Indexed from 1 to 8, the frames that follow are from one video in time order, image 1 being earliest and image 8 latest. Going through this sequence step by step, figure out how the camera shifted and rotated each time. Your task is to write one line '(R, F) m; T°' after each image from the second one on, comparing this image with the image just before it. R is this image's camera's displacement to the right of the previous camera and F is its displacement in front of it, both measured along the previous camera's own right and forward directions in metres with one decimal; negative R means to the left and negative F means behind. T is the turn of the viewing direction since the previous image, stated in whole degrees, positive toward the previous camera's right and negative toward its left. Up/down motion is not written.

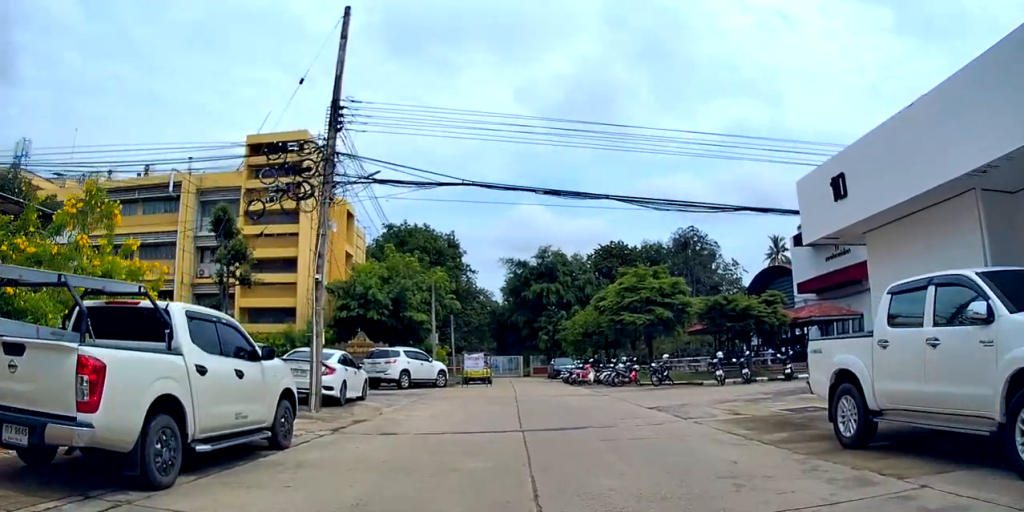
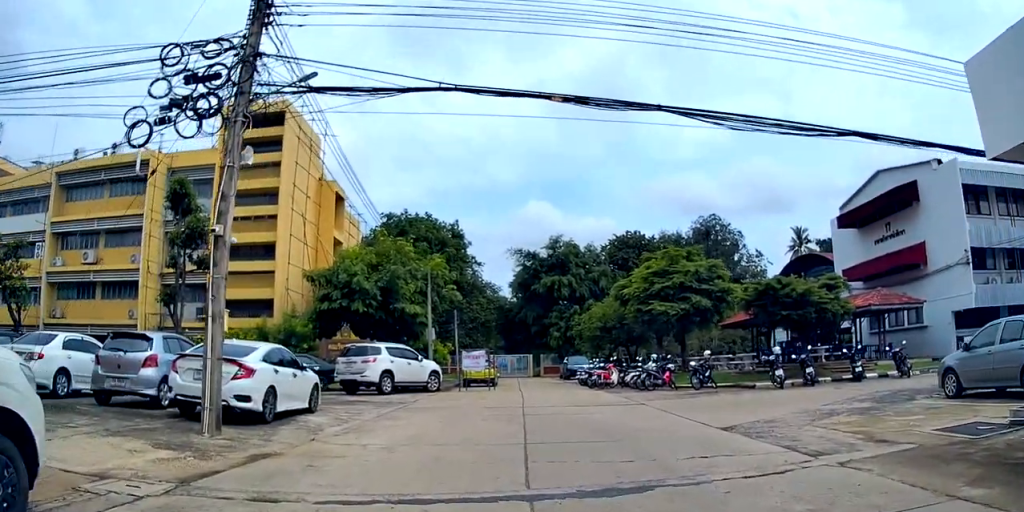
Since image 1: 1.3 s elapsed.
(-0.7, +4.4) m; -2°
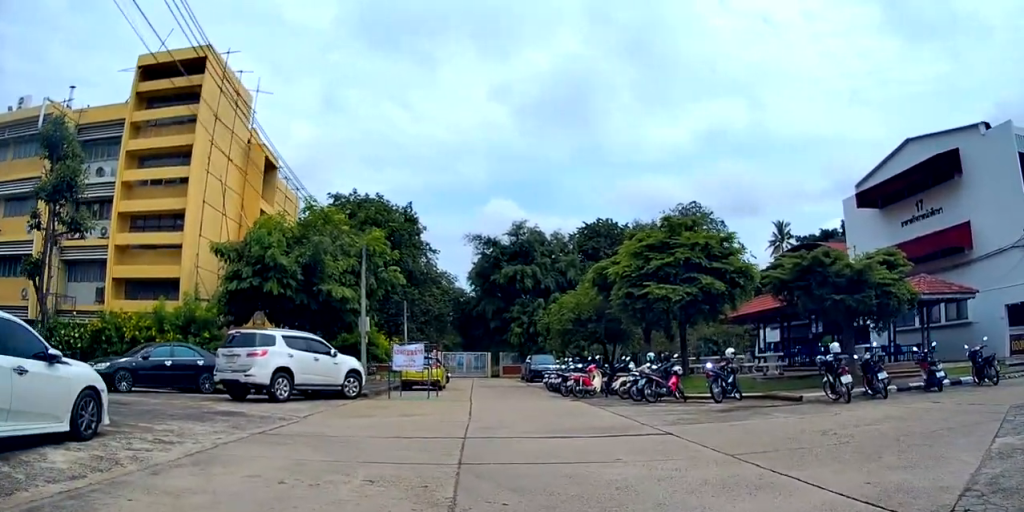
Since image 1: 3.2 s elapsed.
(+0.8, +5.5) m; +13°
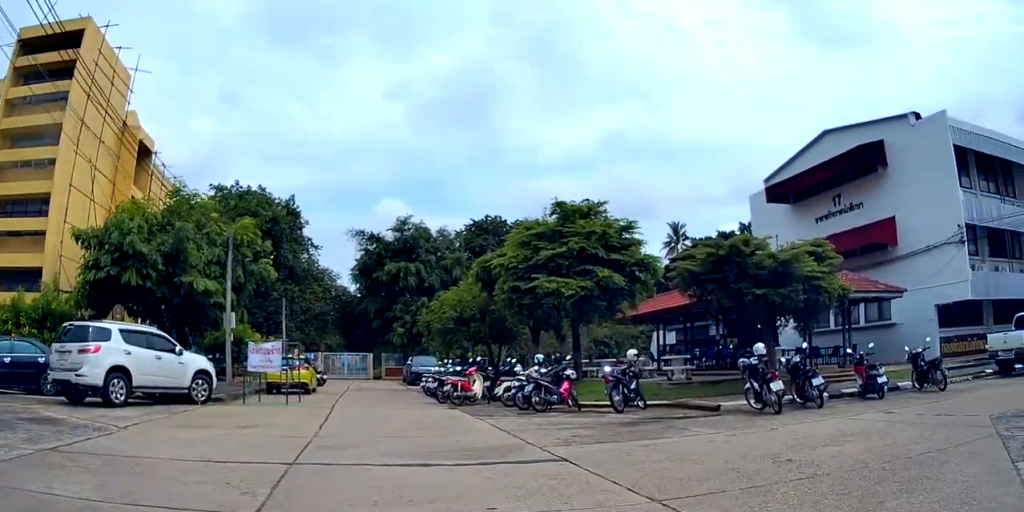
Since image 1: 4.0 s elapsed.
(0.0, +1.8) m; +5°
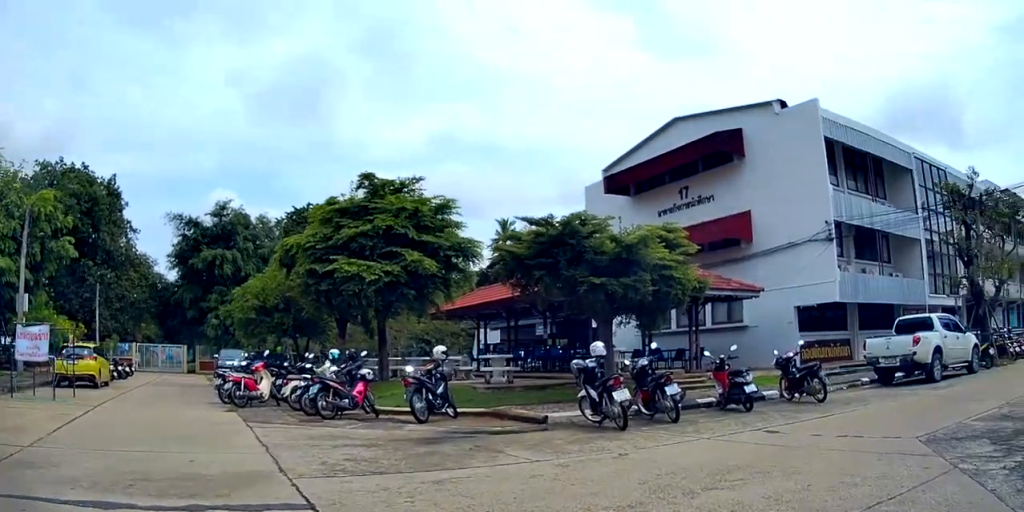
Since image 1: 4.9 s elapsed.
(+0.4, +2.0) m; +6°
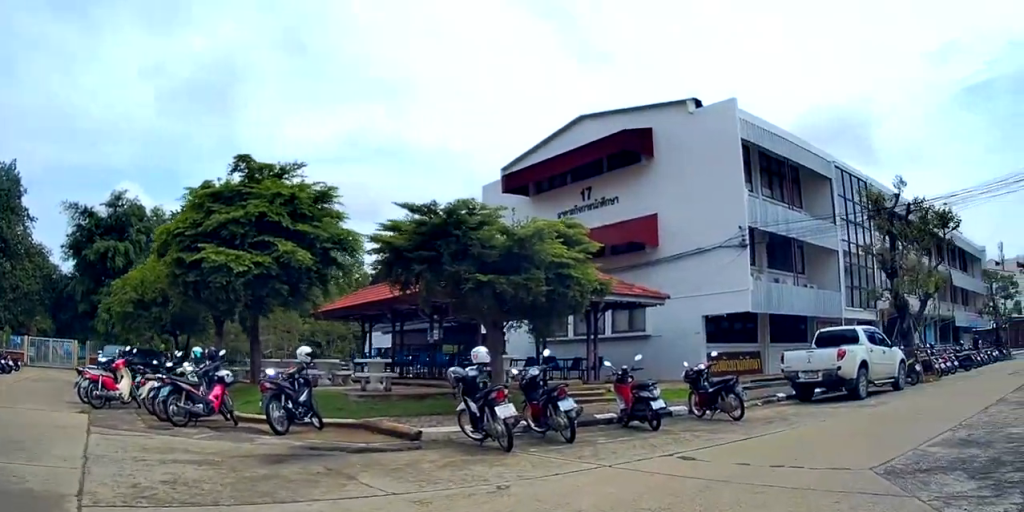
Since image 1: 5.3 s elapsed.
(-0.3, +1.0) m; +4°
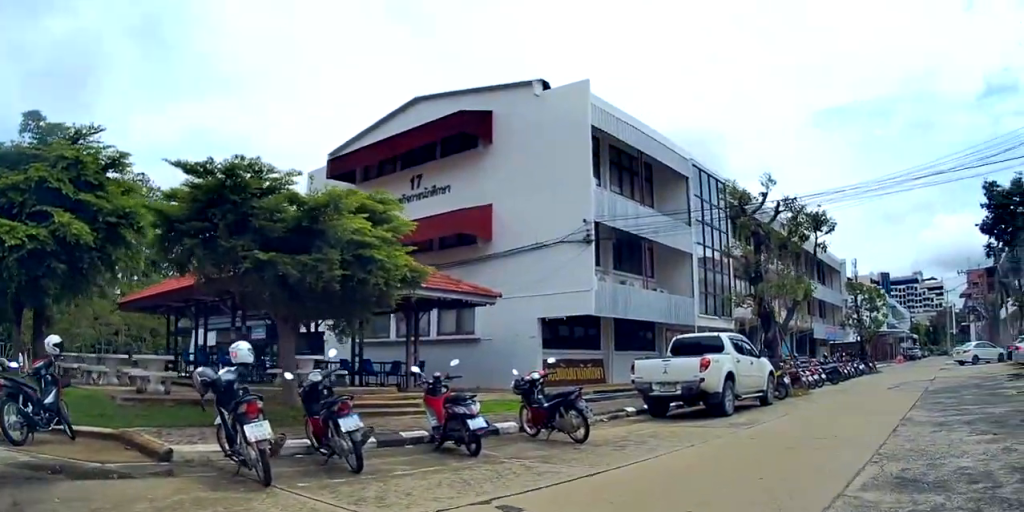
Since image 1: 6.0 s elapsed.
(+0.1, +1.6) m; +13°
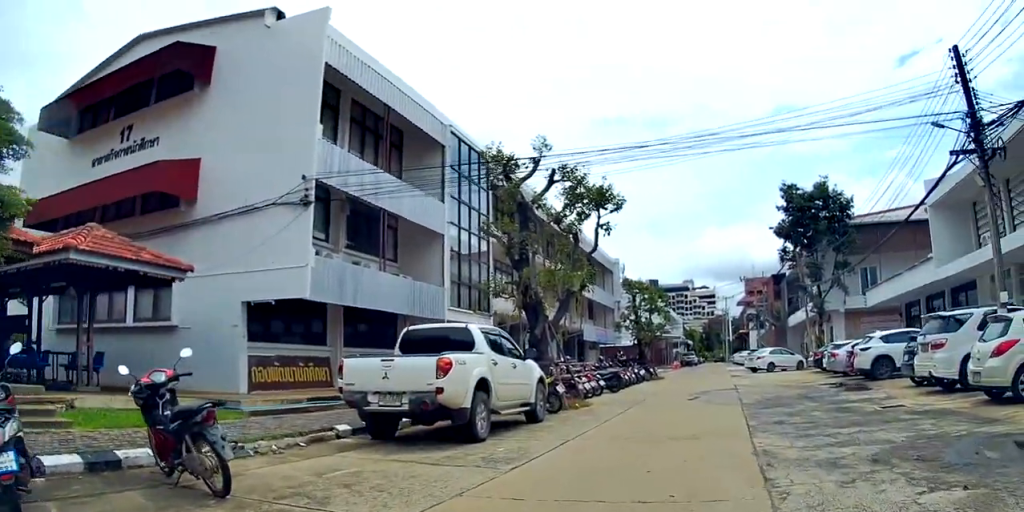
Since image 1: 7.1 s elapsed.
(+0.9, +2.9) m; +24°
